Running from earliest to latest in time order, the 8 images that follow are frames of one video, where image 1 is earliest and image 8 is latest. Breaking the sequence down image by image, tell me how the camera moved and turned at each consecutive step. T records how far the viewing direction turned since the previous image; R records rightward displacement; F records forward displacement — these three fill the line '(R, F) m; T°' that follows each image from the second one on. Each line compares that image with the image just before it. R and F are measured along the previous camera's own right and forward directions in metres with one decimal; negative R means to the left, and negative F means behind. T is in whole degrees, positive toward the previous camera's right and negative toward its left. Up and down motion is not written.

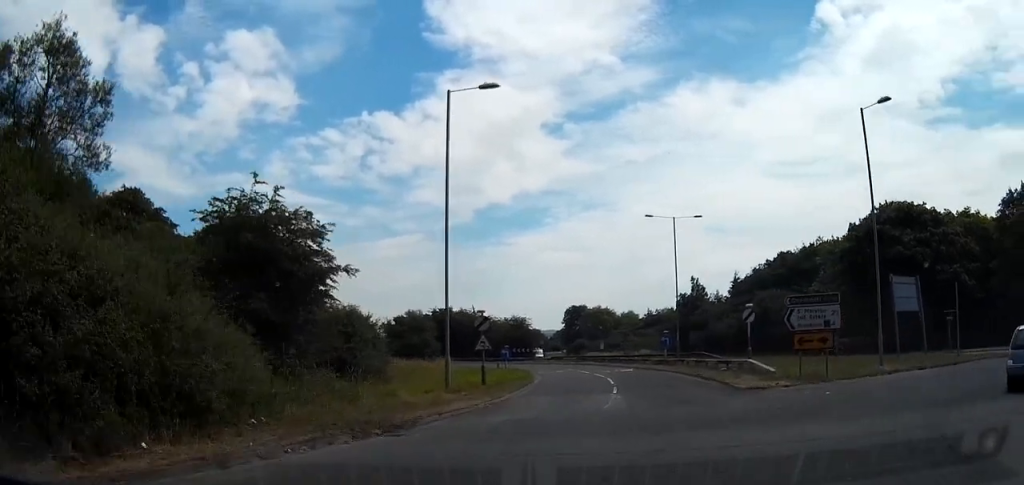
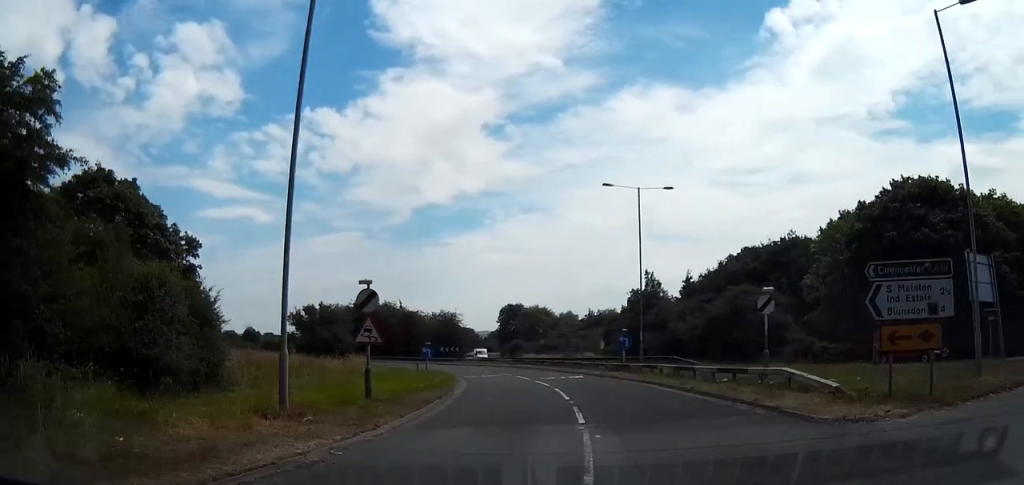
(+0.4, +10.2) m; +4°
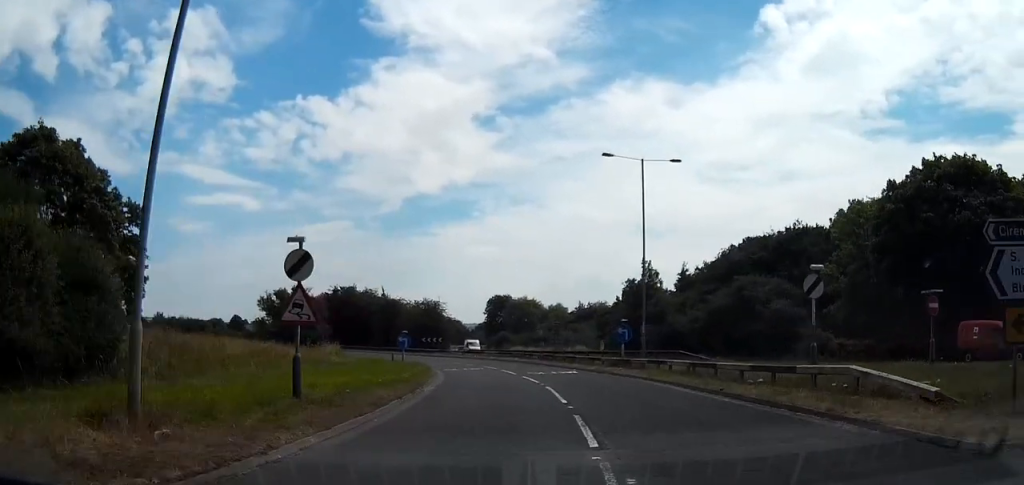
(+0.1, +4.9) m; +1°
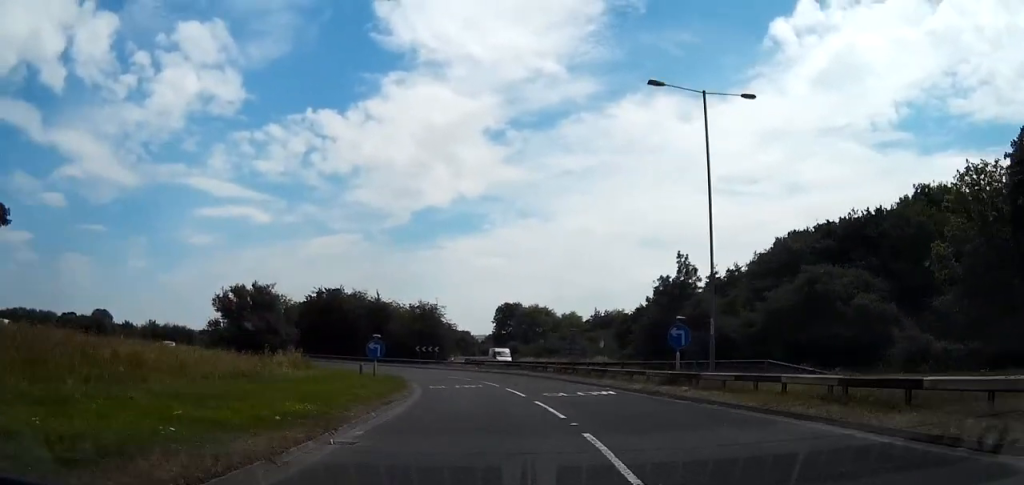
(+0.2, +11.7) m; +1°
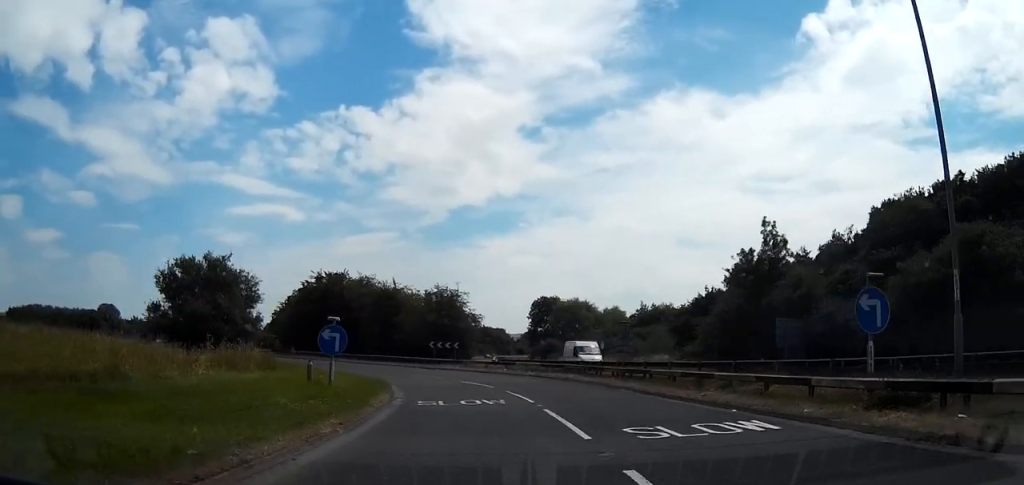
(-0.1, +13.5) m; -2°
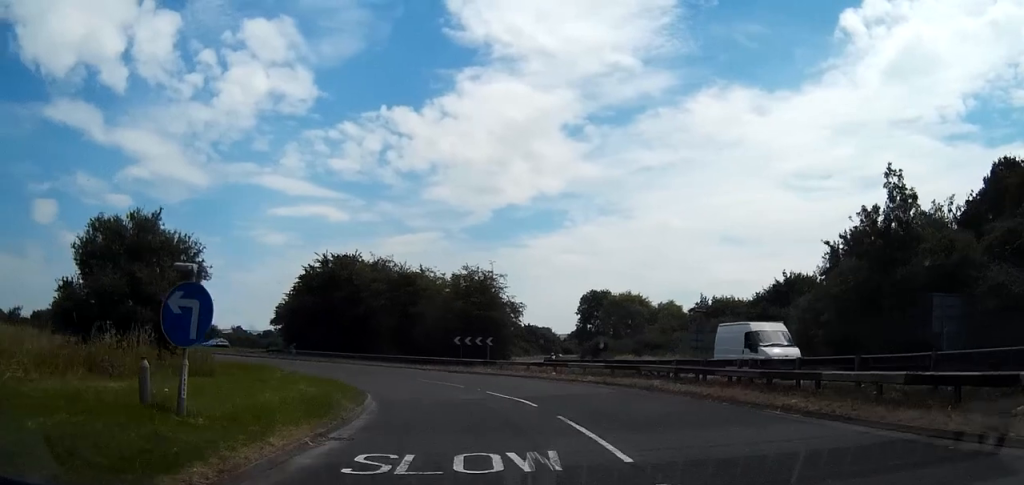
(-0.3, +12.2) m; -4°
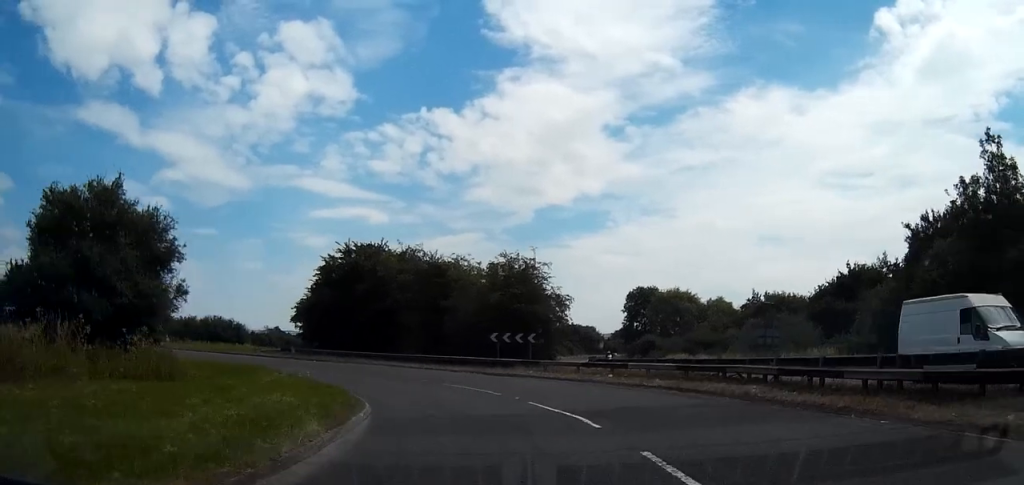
(0.0, +5.9) m; -3°
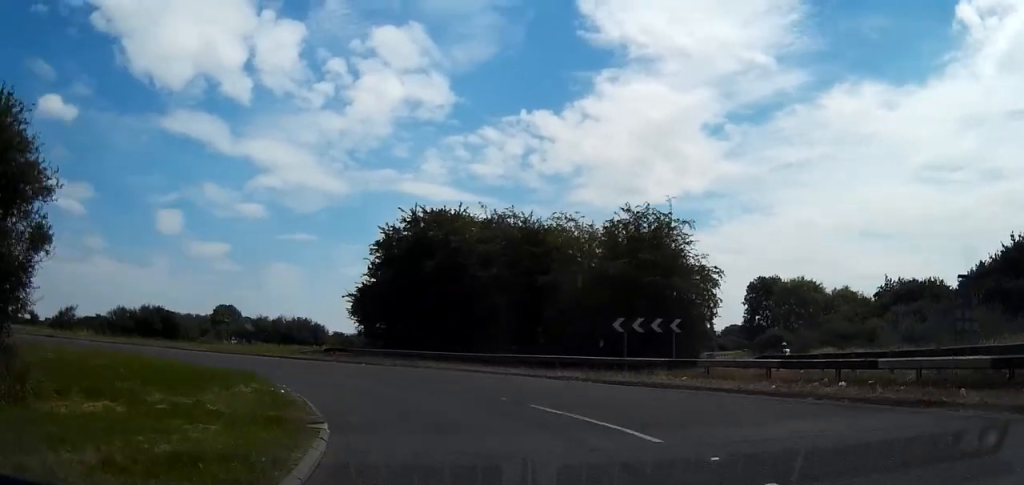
(-0.7, +12.5) m; -9°
